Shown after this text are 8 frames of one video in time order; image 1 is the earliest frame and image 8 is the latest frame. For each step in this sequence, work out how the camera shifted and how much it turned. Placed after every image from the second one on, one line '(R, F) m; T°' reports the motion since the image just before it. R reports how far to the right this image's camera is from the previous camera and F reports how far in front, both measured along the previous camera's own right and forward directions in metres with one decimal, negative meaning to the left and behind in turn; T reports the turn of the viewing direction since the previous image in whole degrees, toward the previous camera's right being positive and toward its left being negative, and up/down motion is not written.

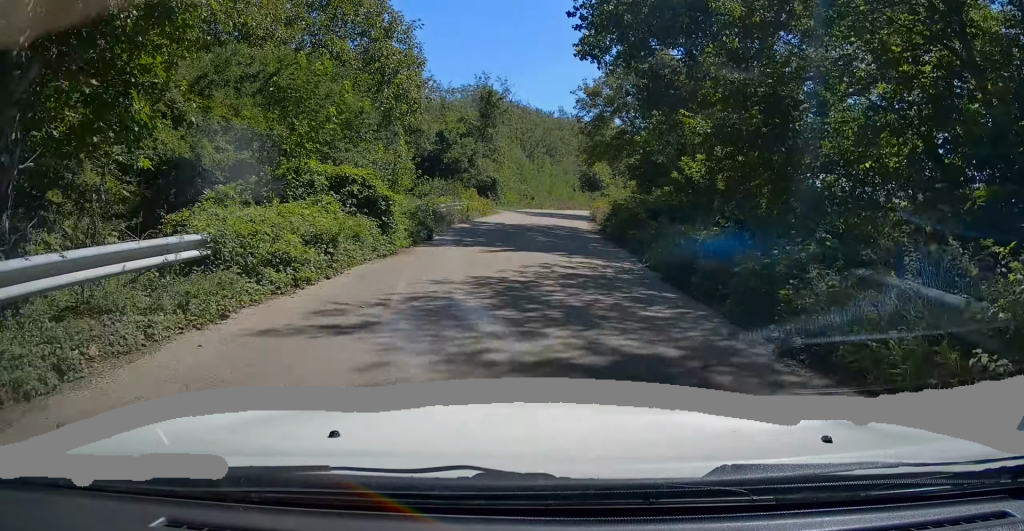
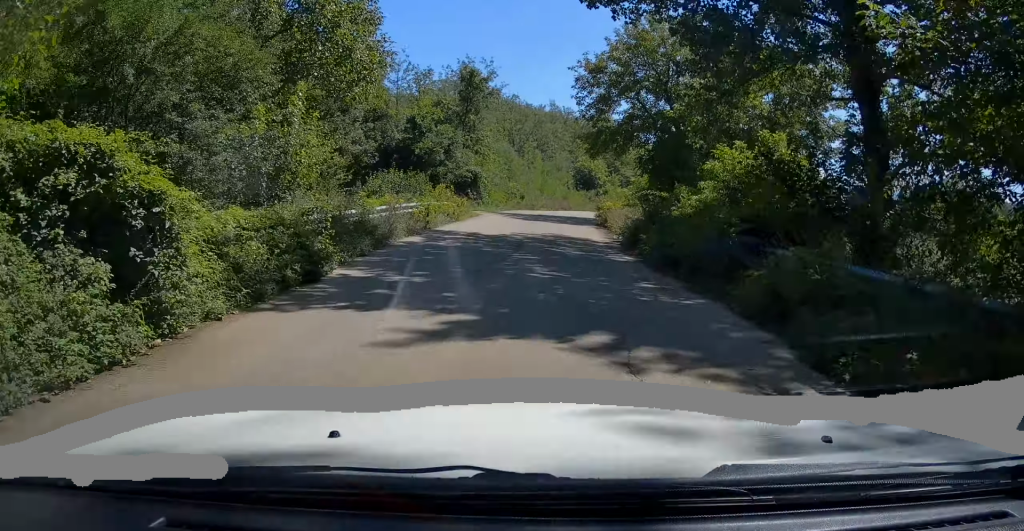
(+0.1, +8.8) m; +1°
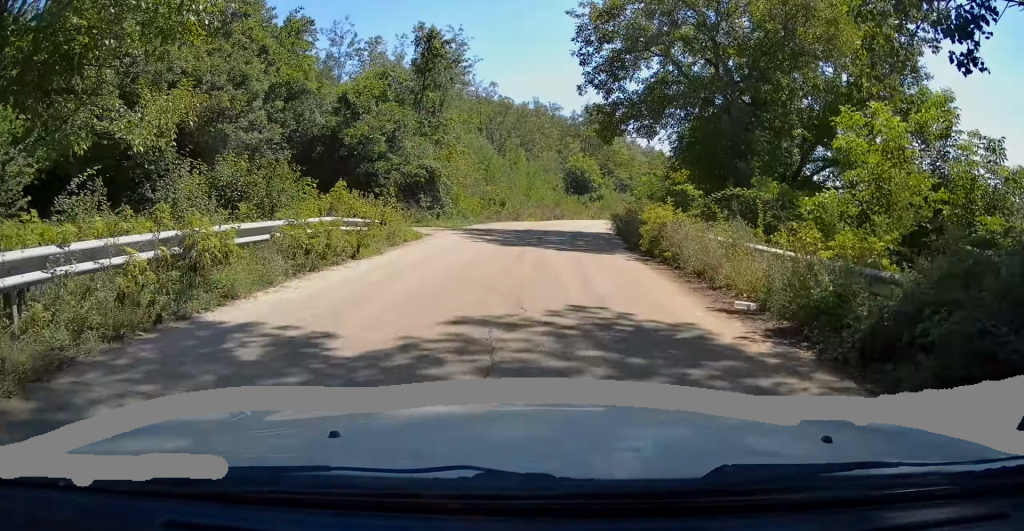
(0.0, +13.3) m; +1°
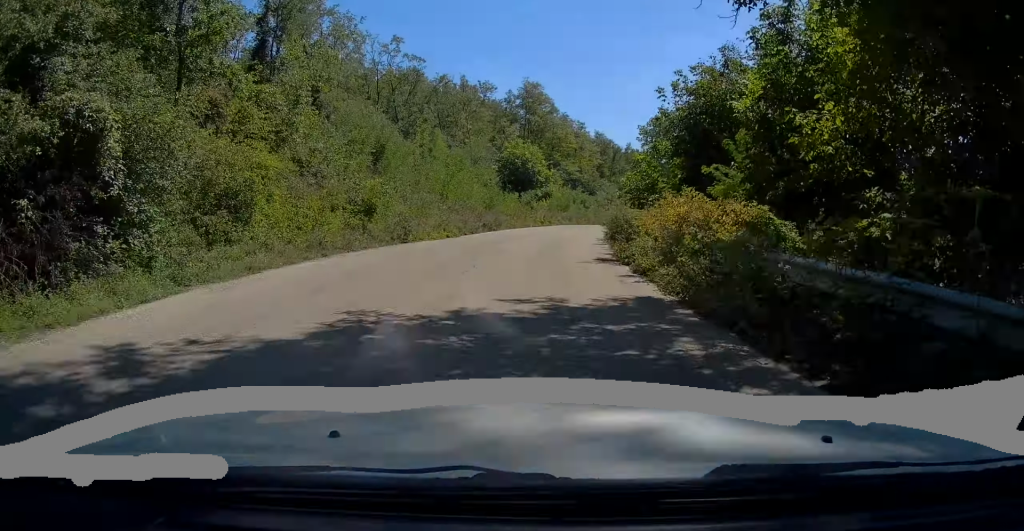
(+0.9, +20.5) m; +5°
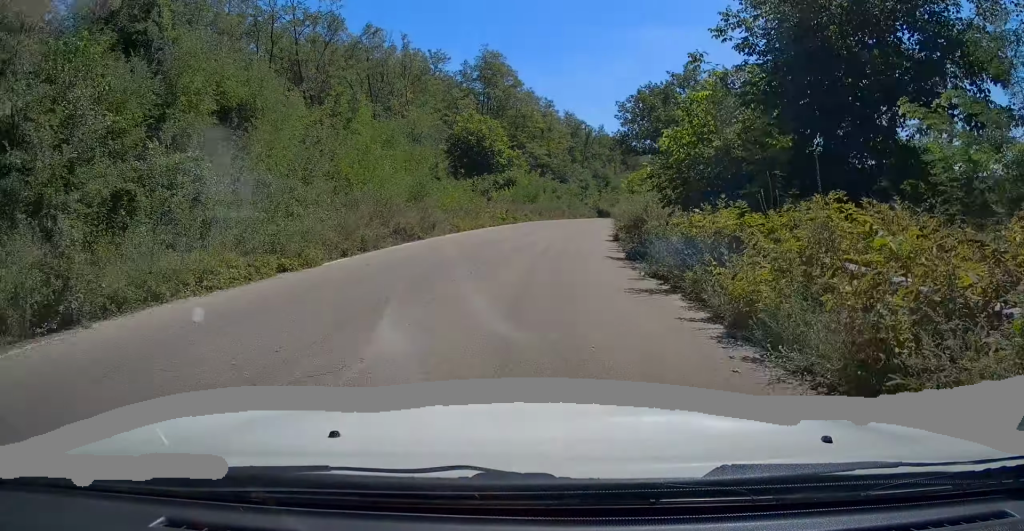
(+0.4, +14.3) m; +3°
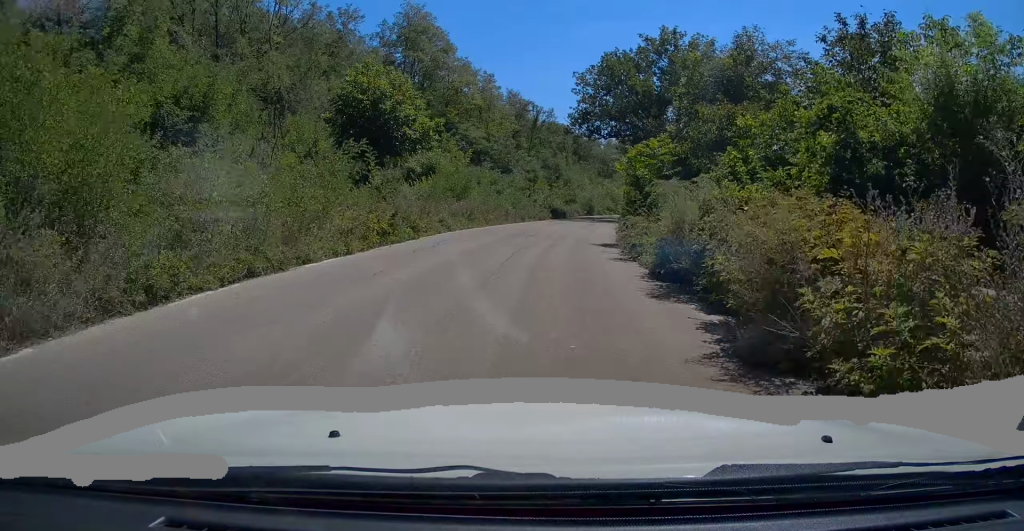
(+0.5, +17.0) m; +4°
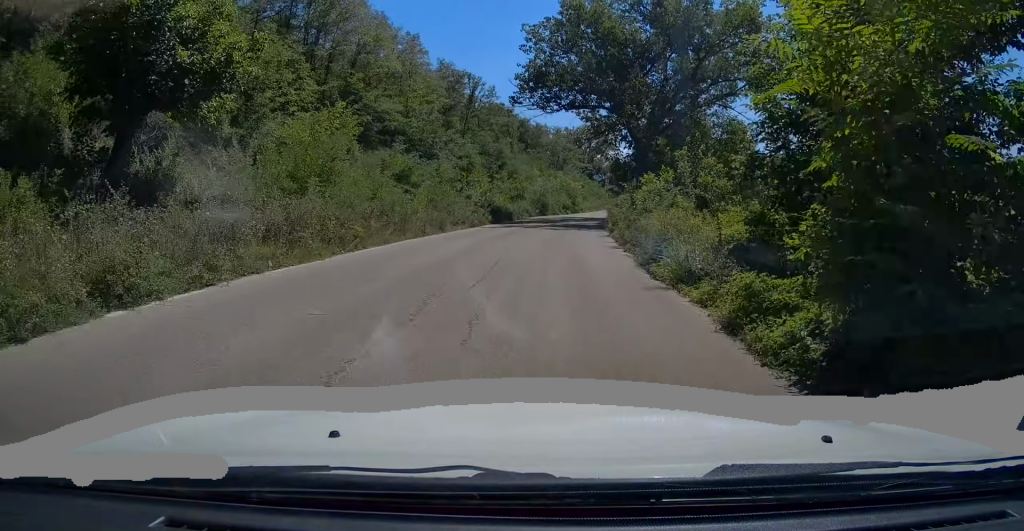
(+0.7, +16.6) m; +4°
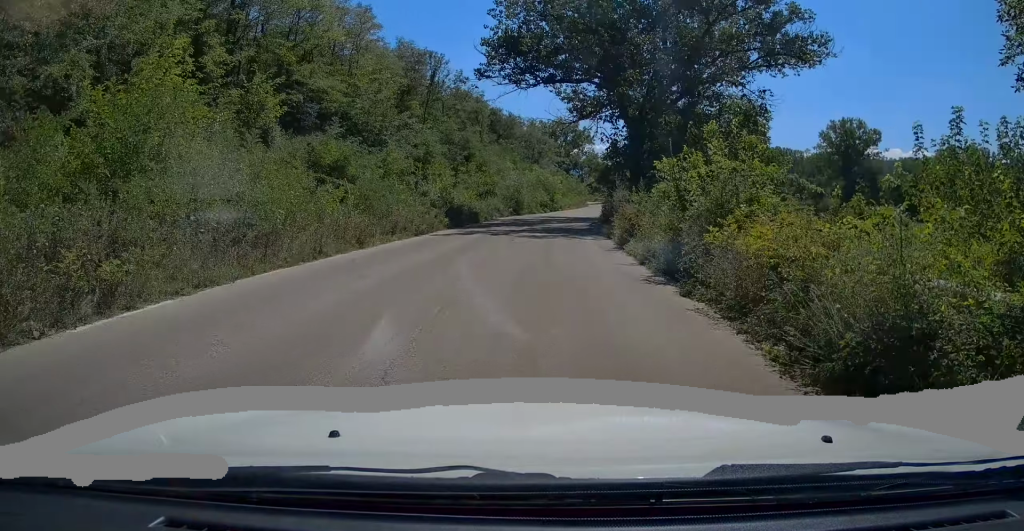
(+0.2, +8.3) m; +2°
